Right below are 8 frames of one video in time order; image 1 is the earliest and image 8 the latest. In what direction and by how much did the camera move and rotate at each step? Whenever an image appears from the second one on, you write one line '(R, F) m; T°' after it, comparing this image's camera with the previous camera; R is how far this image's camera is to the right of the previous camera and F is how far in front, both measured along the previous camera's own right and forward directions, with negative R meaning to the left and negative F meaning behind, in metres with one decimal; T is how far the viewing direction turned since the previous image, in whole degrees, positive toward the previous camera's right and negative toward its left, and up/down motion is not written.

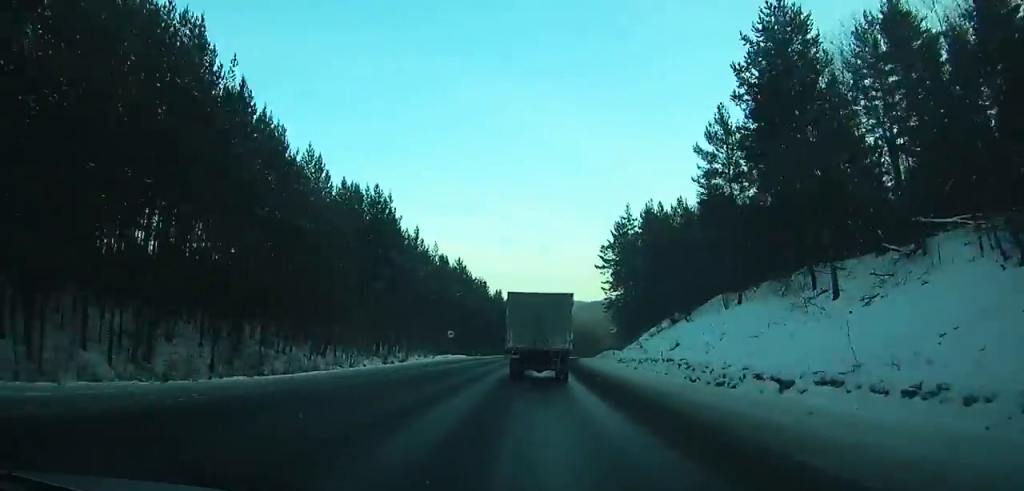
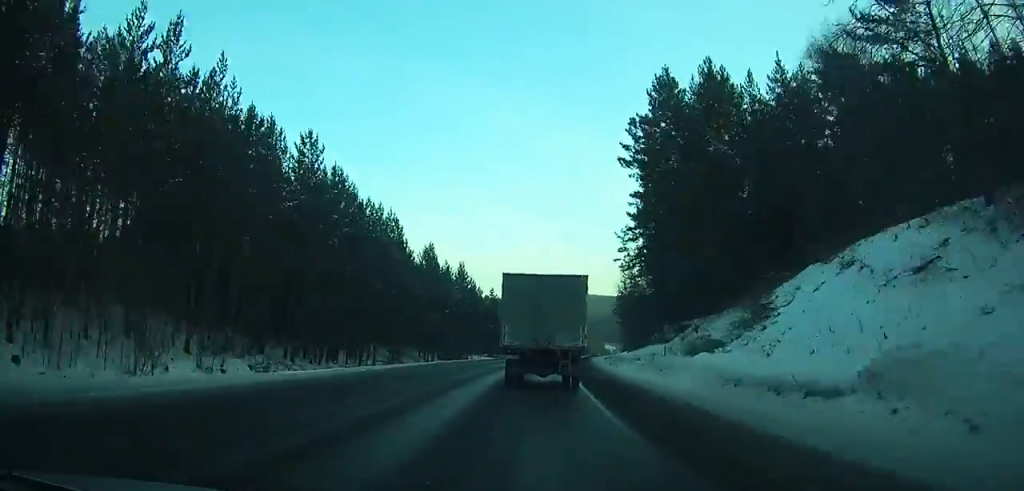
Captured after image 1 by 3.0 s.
(+1.6, +53.8) m; +4°
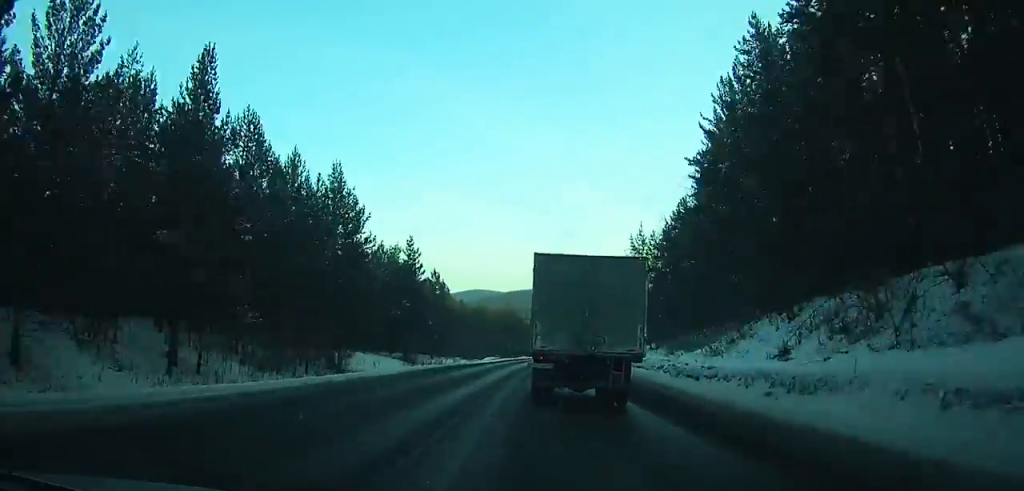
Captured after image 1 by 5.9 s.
(+1.8, +50.3) m; +4°
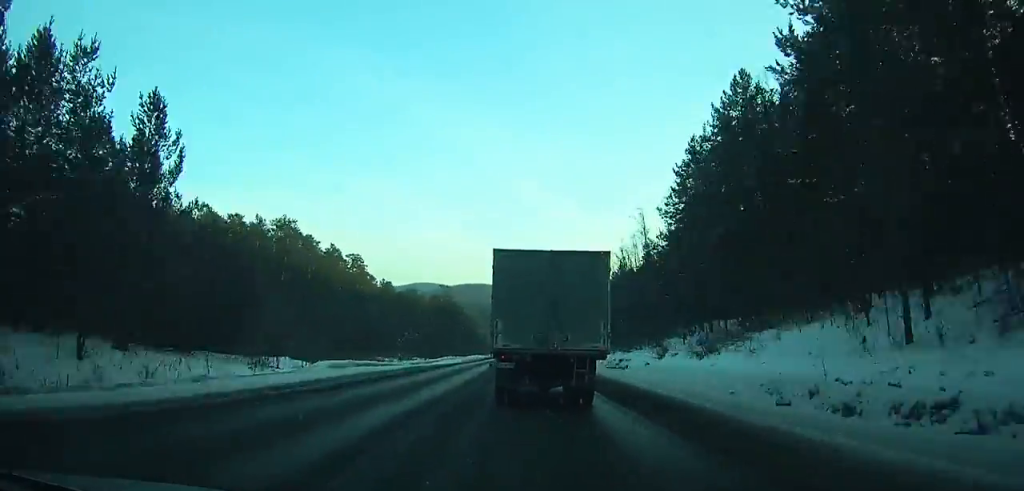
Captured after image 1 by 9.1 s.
(+2.2, +54.7) m; +3°
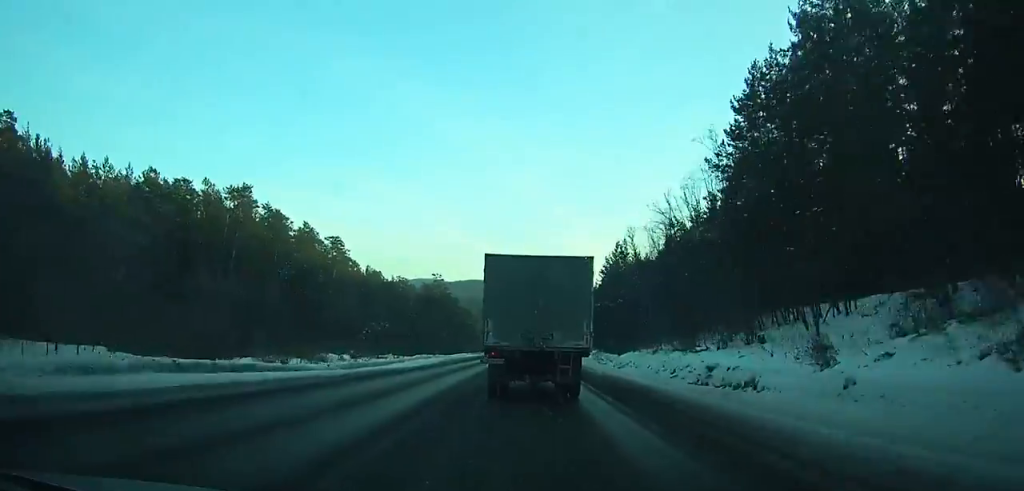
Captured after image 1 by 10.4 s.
(+0.2, +22.3) m; +1°
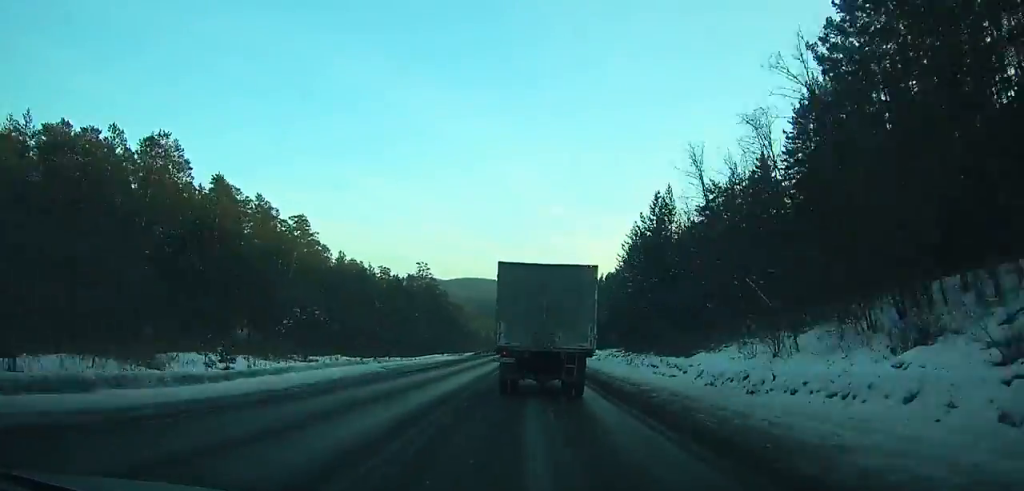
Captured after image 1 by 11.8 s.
(+0.2, +24.9) m; 0°
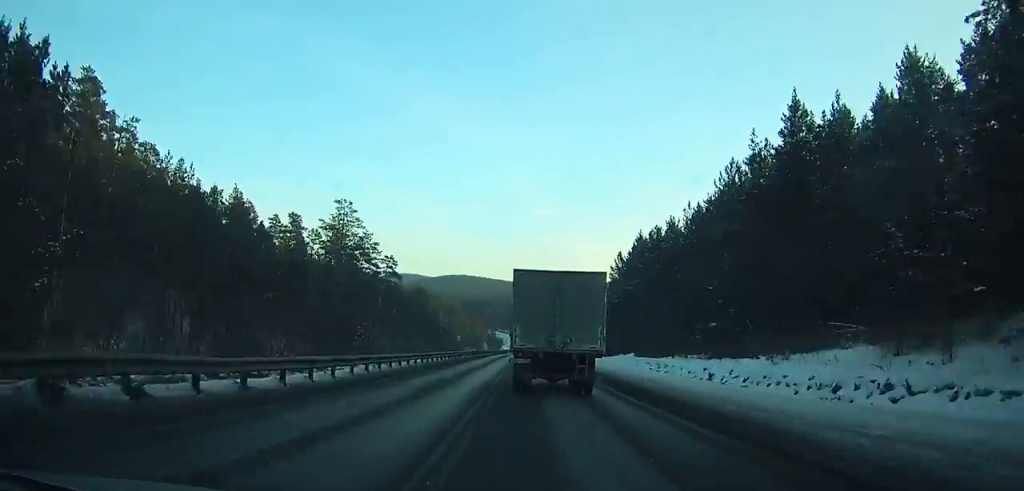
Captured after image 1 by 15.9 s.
(0.0, +75.9) m; -1°
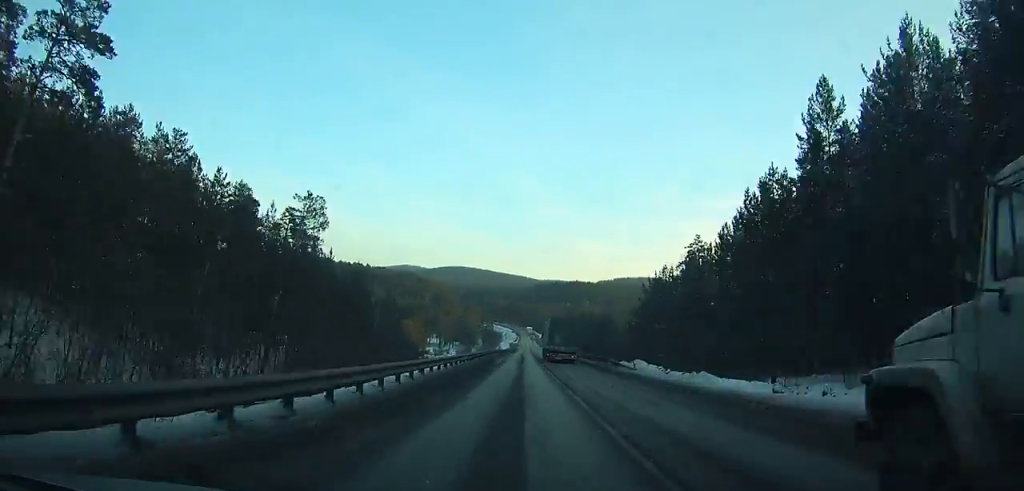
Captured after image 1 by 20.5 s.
(-0.2, +96.4) m; +1°
